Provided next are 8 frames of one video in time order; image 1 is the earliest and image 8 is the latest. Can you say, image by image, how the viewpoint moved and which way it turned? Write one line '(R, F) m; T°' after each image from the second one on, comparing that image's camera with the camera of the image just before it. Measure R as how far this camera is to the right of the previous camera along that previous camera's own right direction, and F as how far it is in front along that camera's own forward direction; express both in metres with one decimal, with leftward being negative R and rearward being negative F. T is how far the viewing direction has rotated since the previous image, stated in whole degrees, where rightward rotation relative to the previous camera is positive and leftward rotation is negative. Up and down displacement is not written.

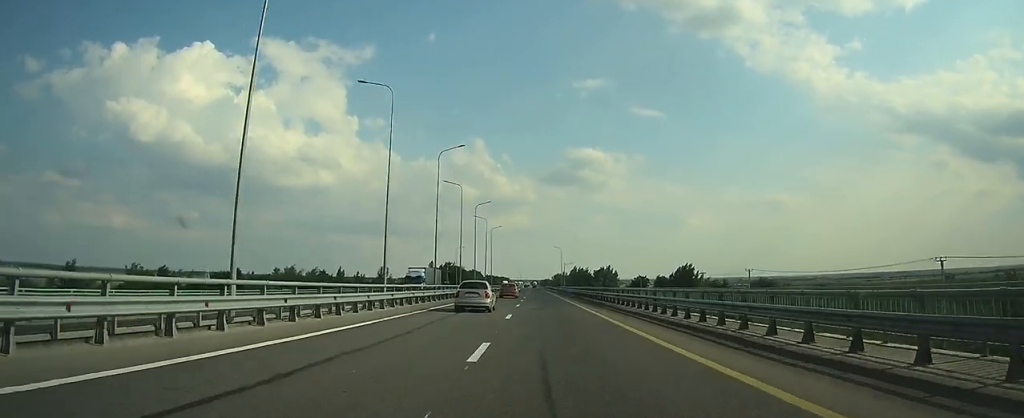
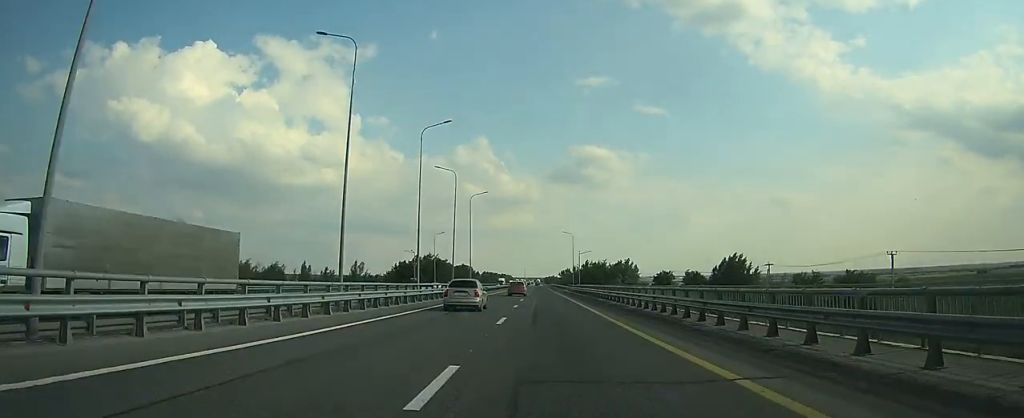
(0.0, +41.4) m; 0°
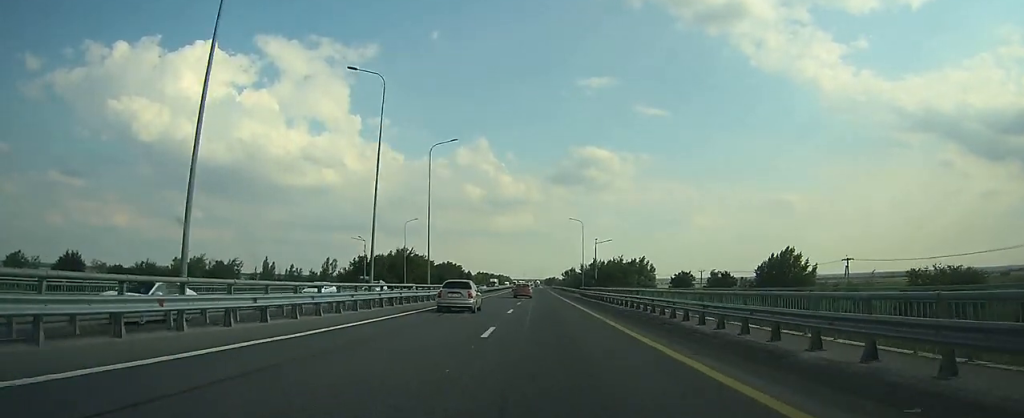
(-0.1, +29.2) m; 0°
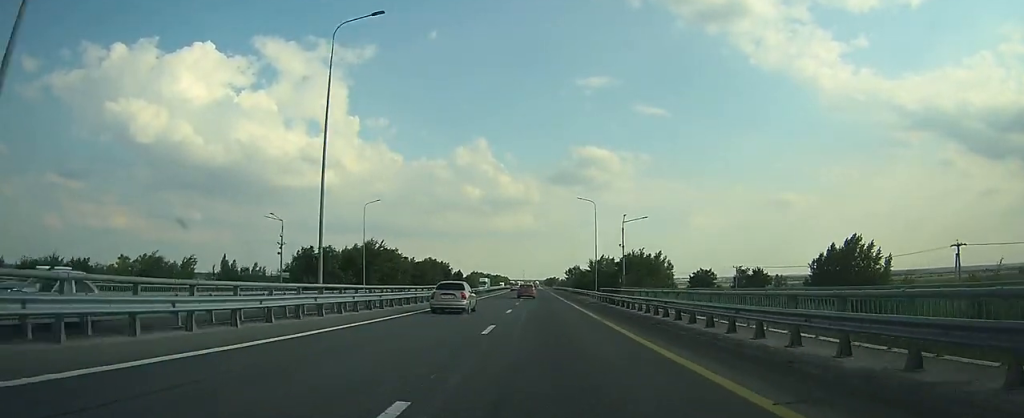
(0.0, +24.0) m; 0°
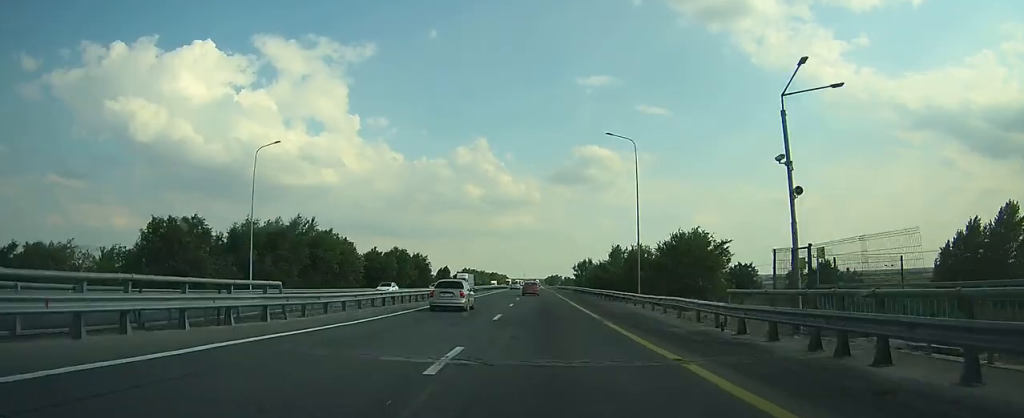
(-0.1, +32.0) m; -1°
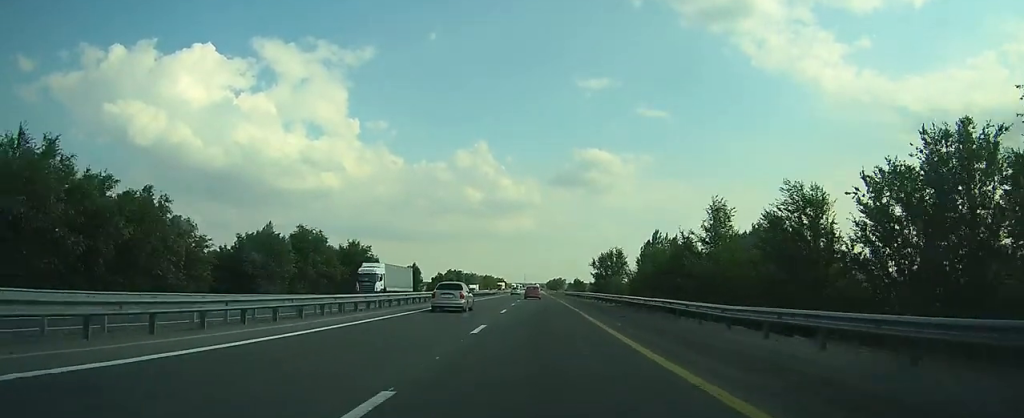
(-0.1, +42.1) m; 0°
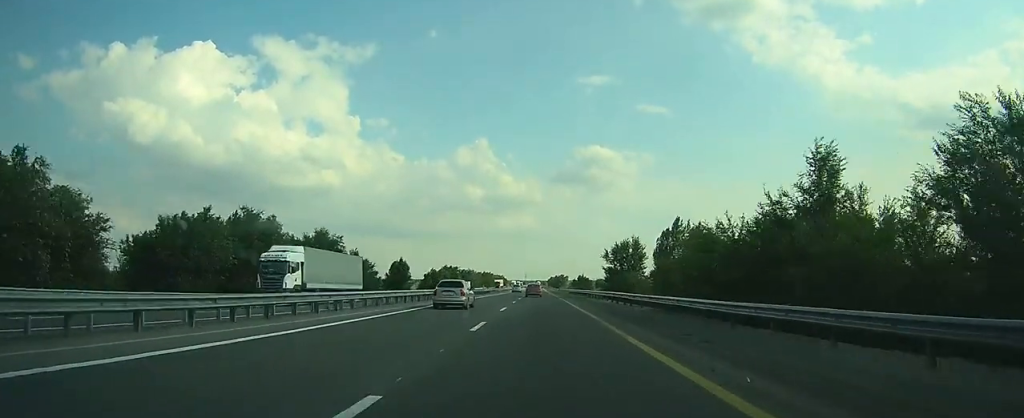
(0.0, +12.7) m; 0°
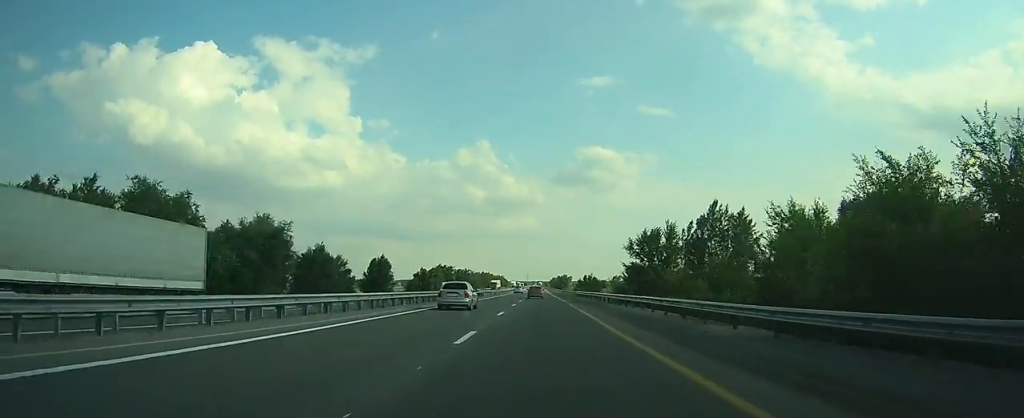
(0.0, +15.3) m; 0°
